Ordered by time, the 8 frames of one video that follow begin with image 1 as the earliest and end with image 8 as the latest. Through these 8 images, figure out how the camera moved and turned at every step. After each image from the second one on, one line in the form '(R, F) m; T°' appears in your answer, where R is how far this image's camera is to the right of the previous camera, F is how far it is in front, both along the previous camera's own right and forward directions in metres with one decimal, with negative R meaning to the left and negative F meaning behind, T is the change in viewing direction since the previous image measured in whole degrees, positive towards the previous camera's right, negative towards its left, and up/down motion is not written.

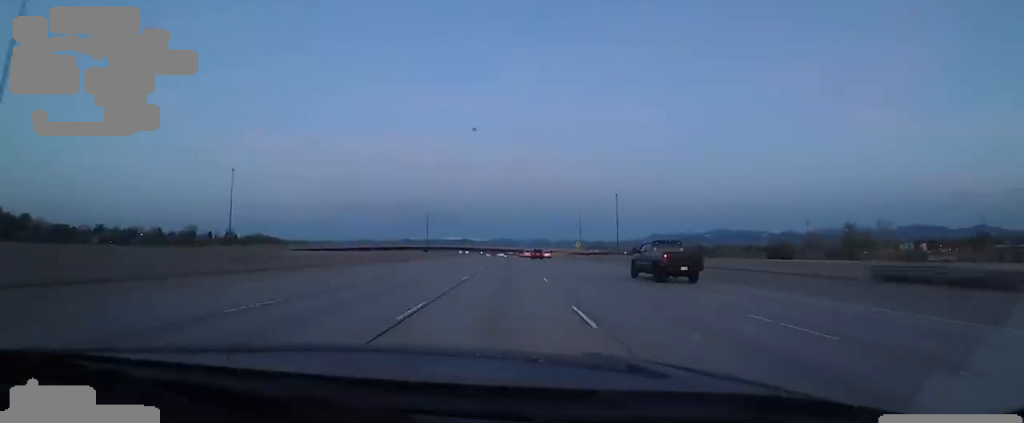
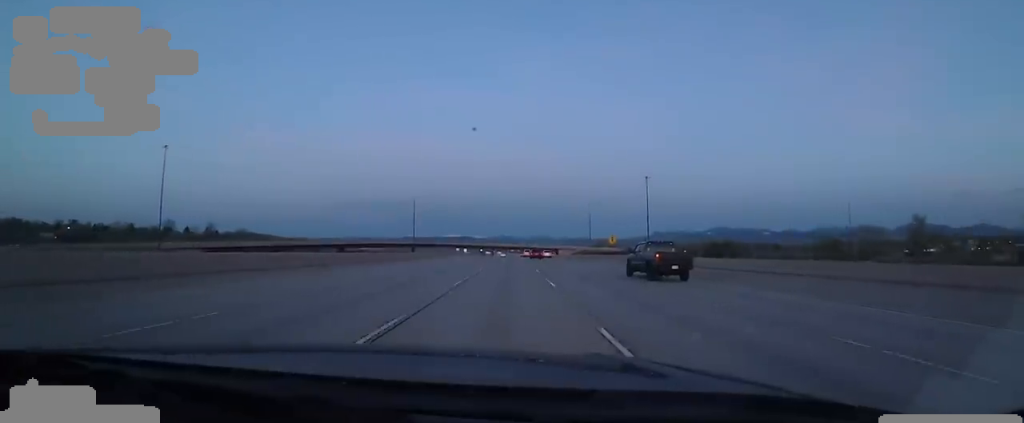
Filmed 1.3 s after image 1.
(-0.2, +40.6) m; 0°
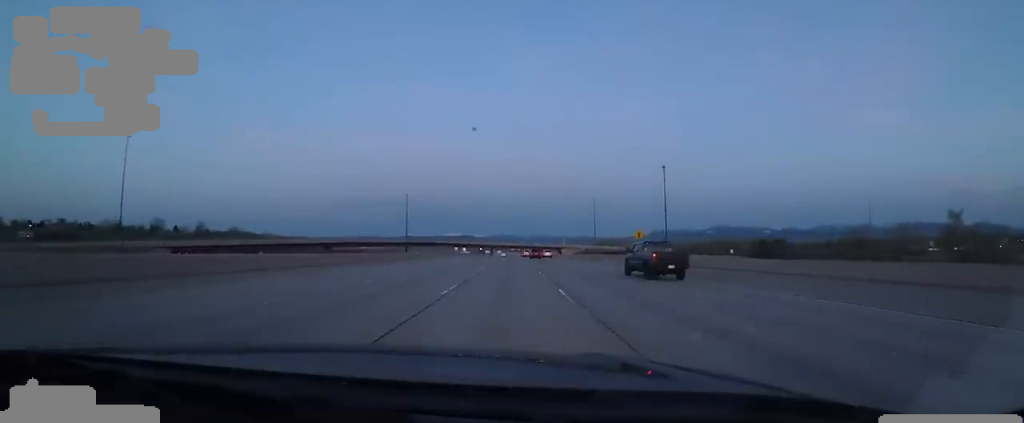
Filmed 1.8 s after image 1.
(-0.3, +17.1) m; +1°
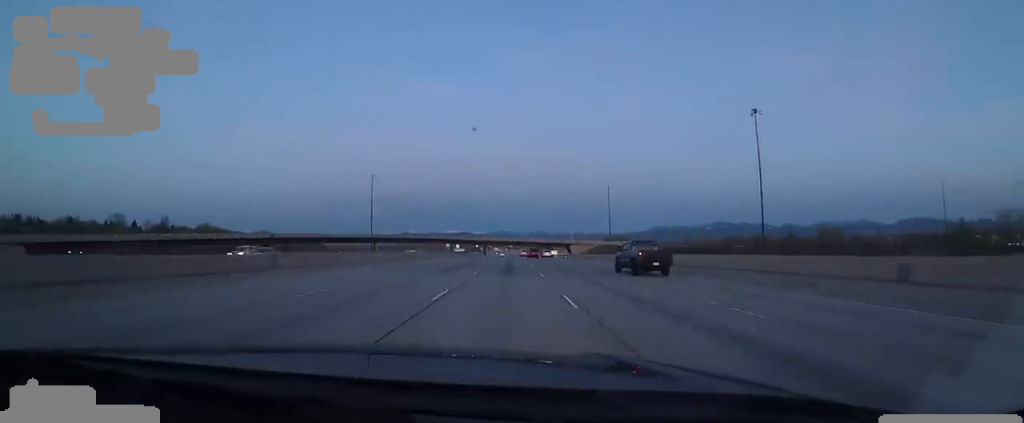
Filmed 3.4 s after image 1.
(-0.6, +51.7) m; -2°
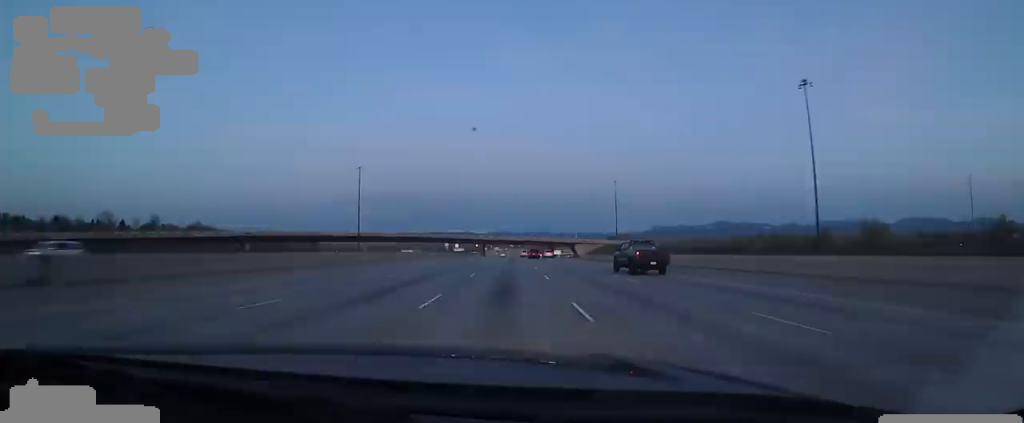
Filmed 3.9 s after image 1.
(-0.6, +14.4) m; 0°
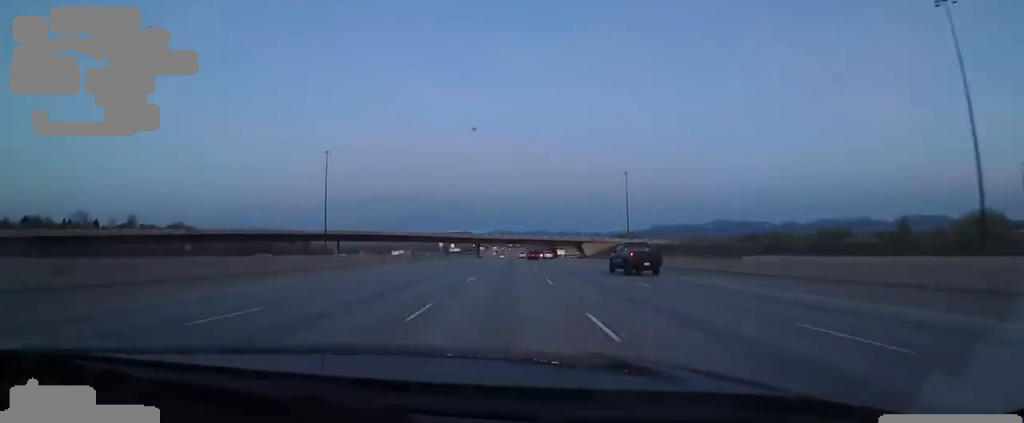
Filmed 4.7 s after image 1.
(+1.1, +25.9) m; +2°
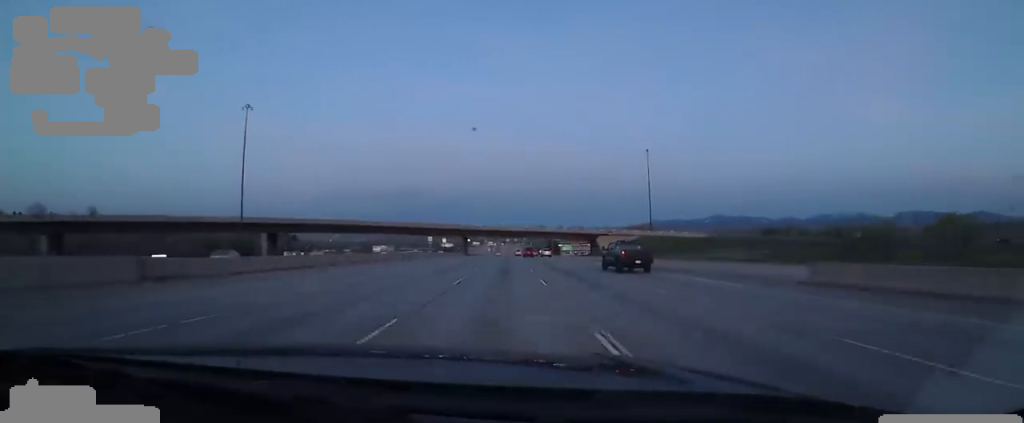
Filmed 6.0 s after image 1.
(0.0, +38.3) m; -1°
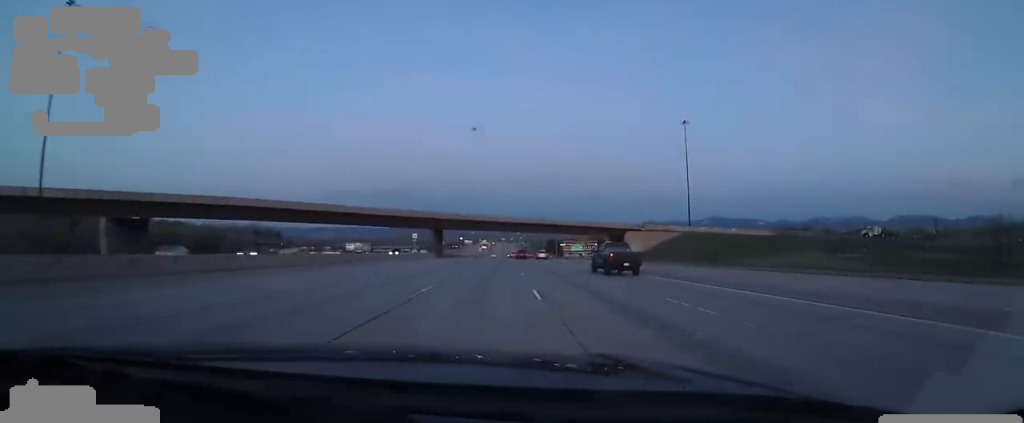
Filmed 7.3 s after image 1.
(-0.5, +41.4) m; 0°
